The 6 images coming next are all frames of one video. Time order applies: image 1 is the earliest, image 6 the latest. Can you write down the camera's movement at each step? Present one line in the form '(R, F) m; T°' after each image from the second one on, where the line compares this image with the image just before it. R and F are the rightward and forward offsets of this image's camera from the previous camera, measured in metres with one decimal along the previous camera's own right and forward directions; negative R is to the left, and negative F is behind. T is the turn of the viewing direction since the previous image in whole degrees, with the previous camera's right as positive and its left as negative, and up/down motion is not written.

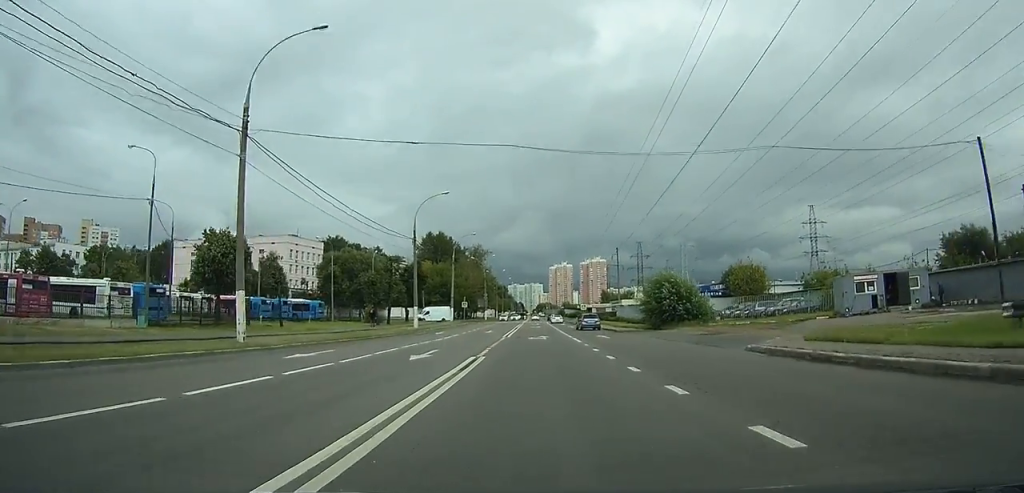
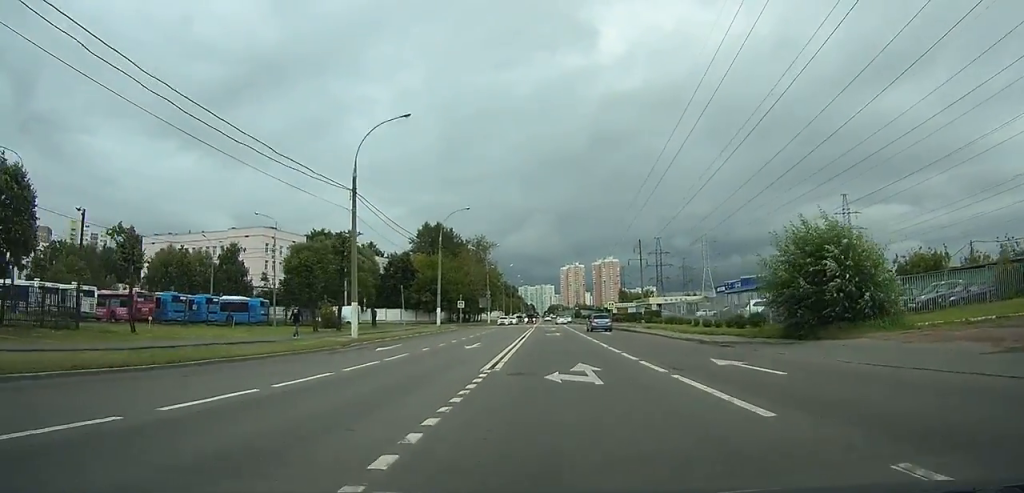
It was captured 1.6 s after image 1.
(-0.3, +23.0) m; 0°
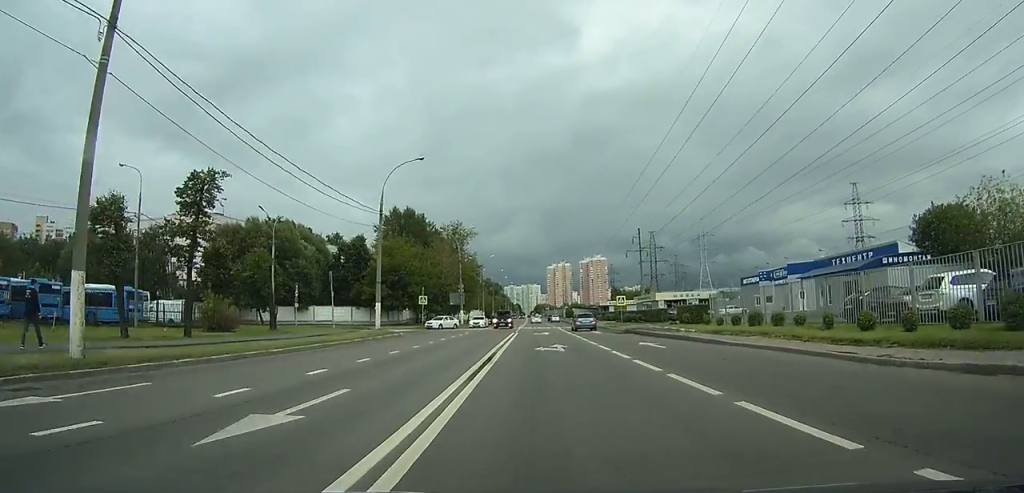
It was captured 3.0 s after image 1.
(+0.1, +20.9) m; +1°
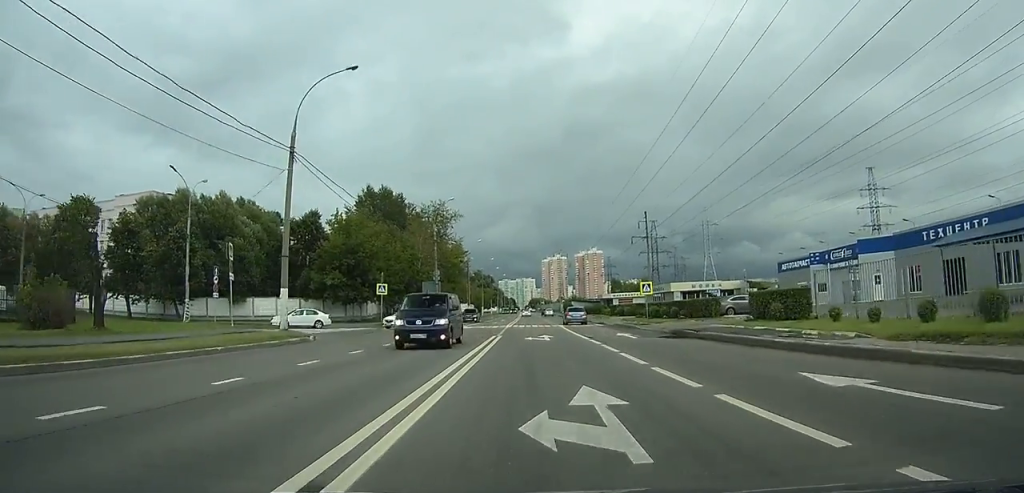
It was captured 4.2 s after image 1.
(+0.2, +16.3) m; +1°
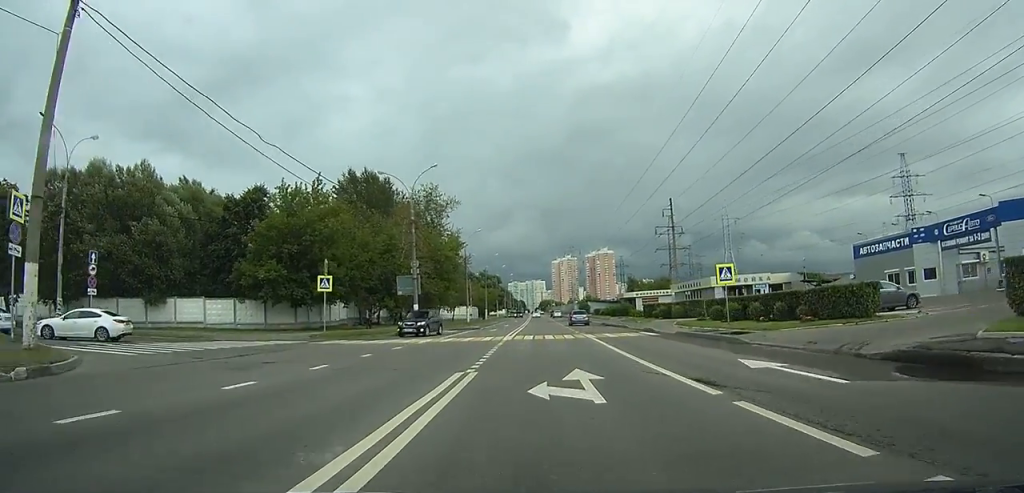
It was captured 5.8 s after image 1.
(0.0, +17.8) m; -1°
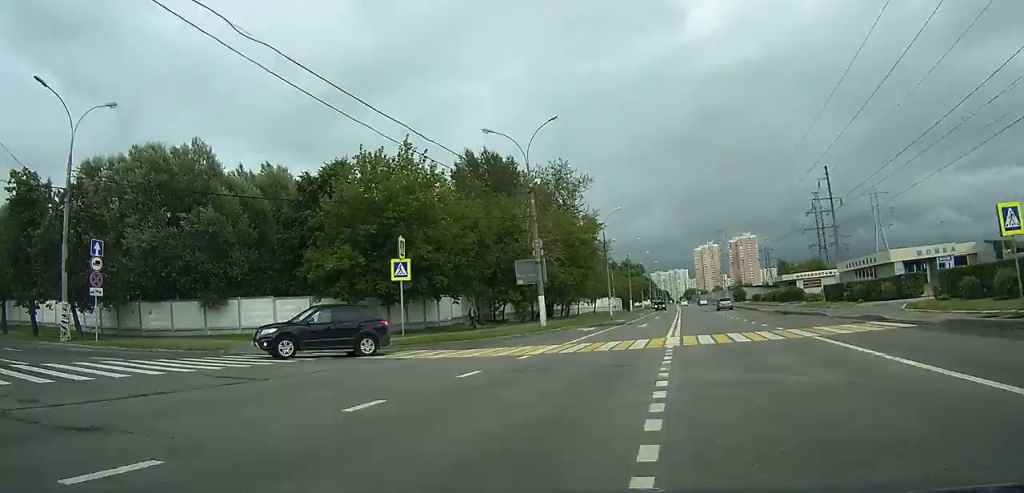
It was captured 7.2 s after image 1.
(-0.6, +13.4) m; -11°
